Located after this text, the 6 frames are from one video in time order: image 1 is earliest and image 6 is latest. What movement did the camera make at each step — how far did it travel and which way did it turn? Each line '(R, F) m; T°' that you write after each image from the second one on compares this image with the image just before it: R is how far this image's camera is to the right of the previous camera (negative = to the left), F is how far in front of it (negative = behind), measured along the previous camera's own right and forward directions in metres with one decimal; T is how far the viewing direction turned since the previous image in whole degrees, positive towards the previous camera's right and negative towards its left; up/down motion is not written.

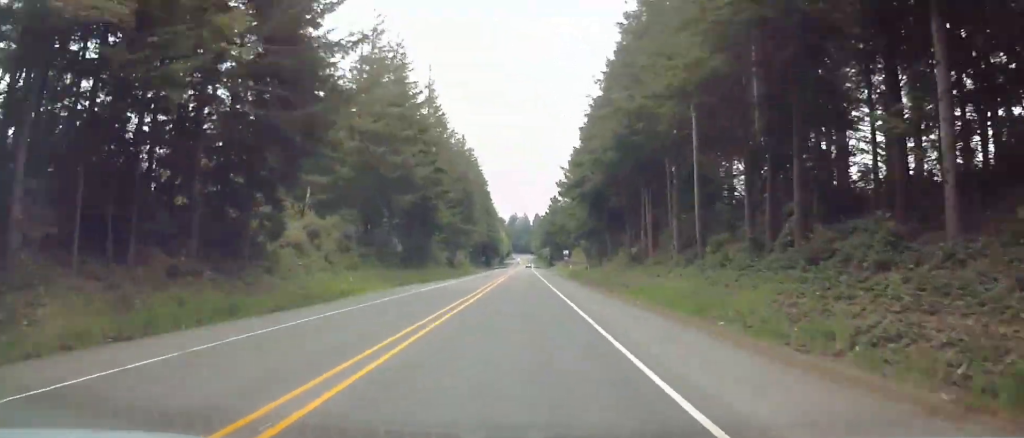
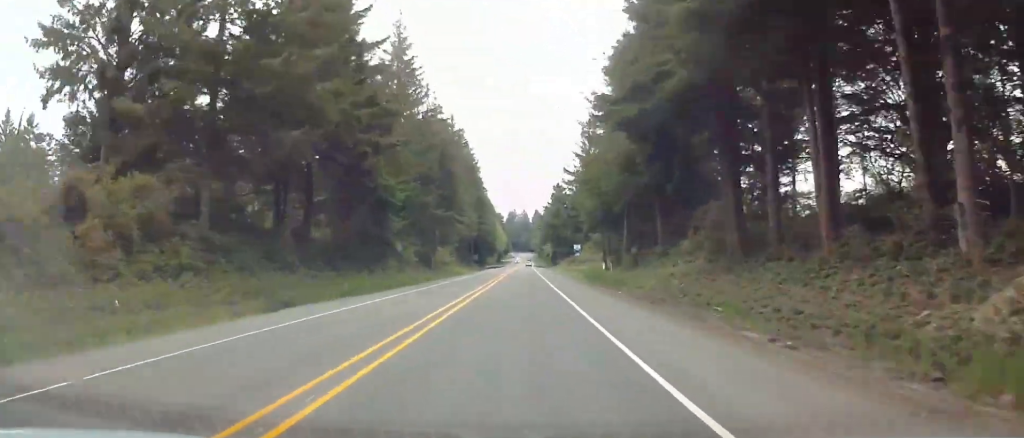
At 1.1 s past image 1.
(0.0, +28.9) m; 0°
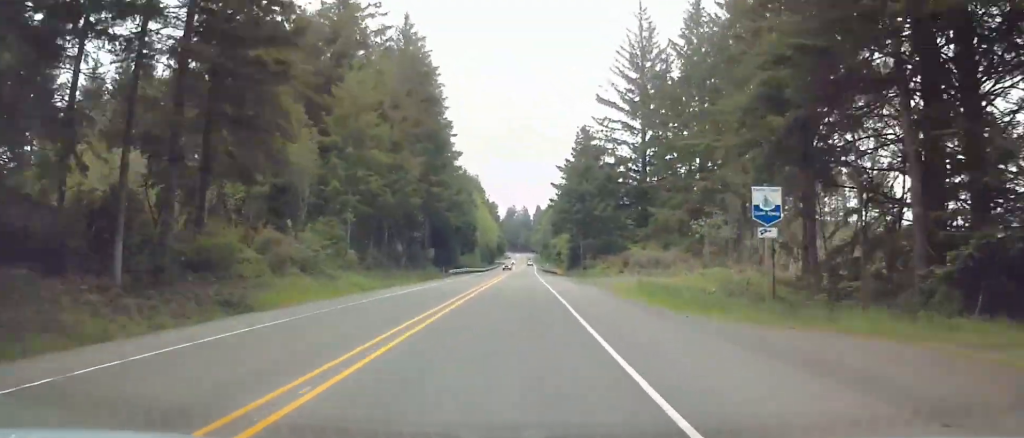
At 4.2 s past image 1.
(0.0, +78.1) m; 0°
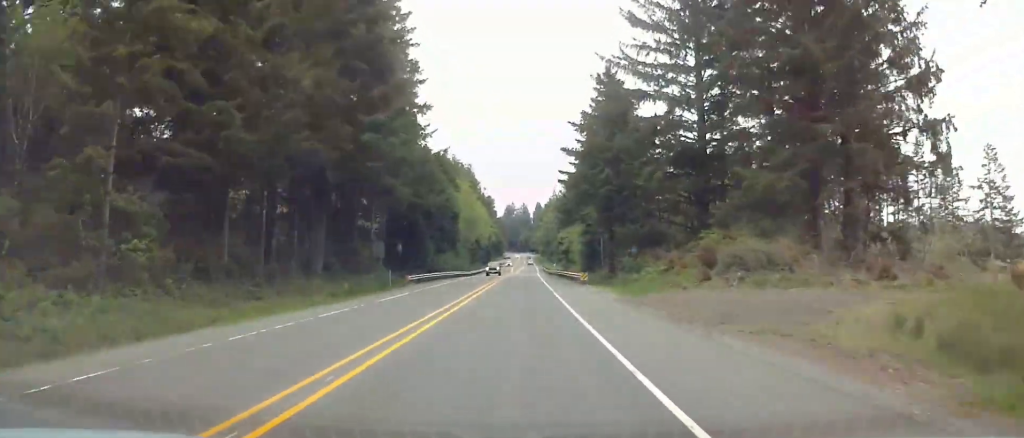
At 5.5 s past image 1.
(0.0, +32.3) m; 0°
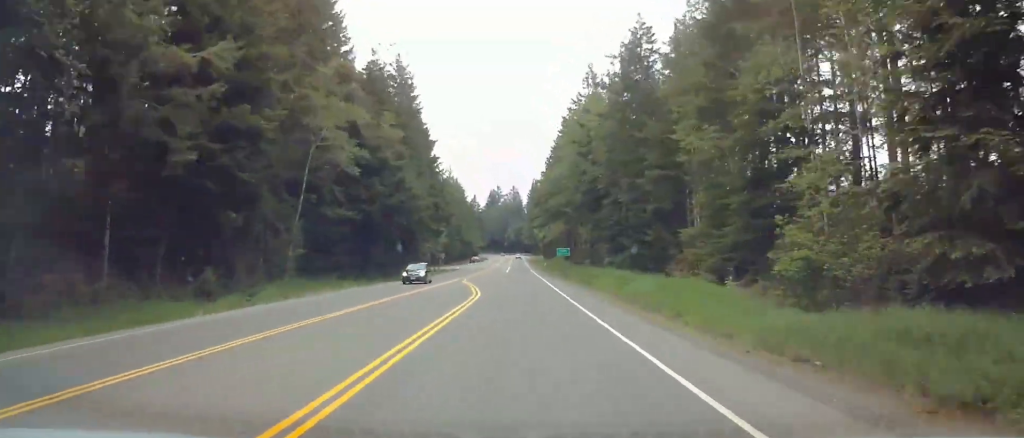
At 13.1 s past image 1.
(+0.6, +194.6) m; 0°
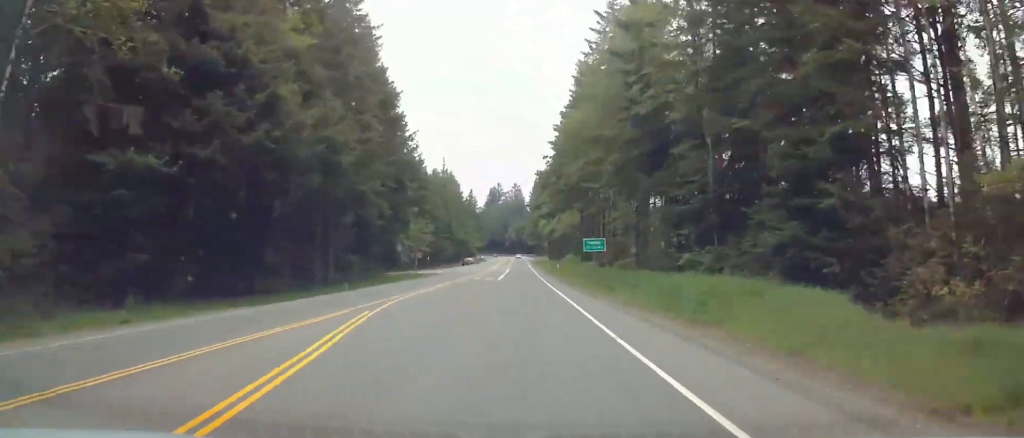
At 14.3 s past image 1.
(-0.2, +32.5) m; 0°
